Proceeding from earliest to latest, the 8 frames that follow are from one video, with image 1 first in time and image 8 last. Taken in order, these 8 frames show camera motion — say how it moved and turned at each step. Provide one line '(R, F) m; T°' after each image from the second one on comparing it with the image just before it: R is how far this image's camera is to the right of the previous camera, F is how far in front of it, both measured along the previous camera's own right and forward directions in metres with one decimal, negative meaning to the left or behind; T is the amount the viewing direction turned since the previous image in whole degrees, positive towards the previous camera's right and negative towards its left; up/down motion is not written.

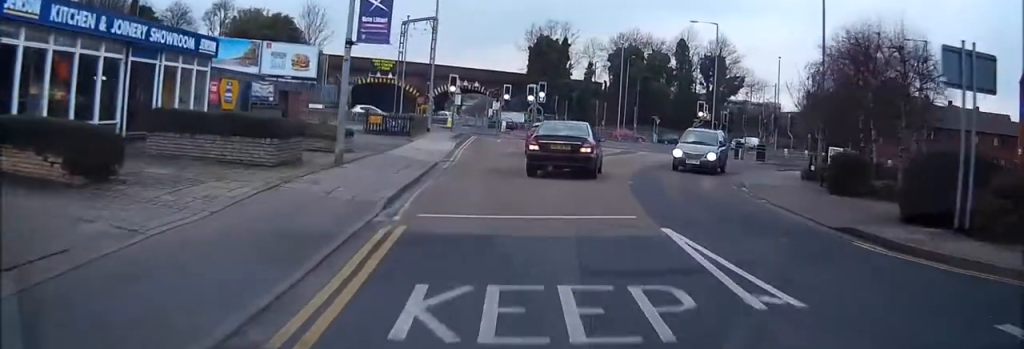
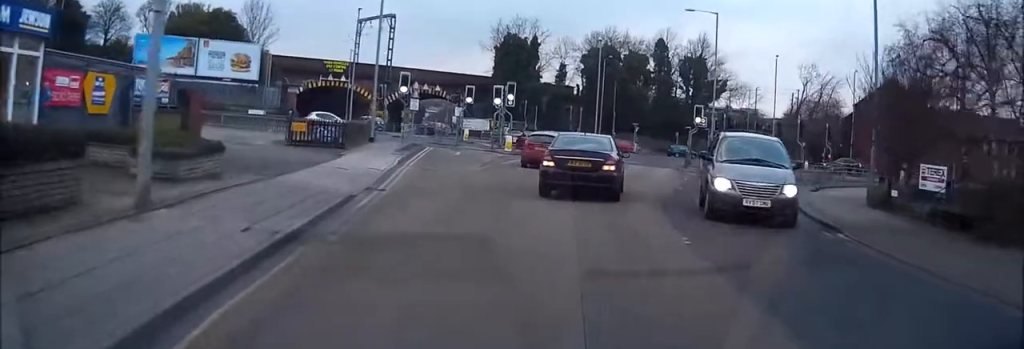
(+0.2, +8.4) m; +5°
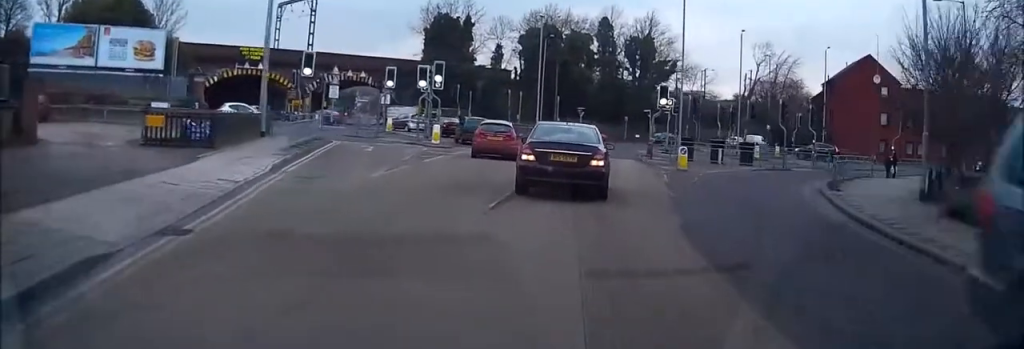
(+0.3, +7.8) m; +6°
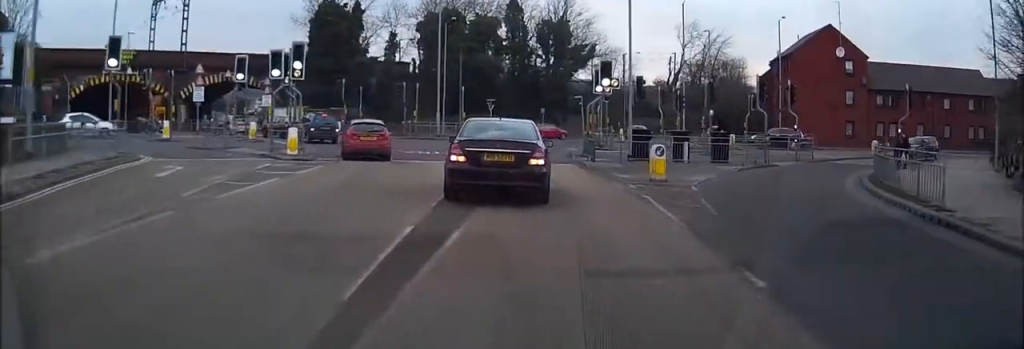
(+0.8, +11.0) m; +5°
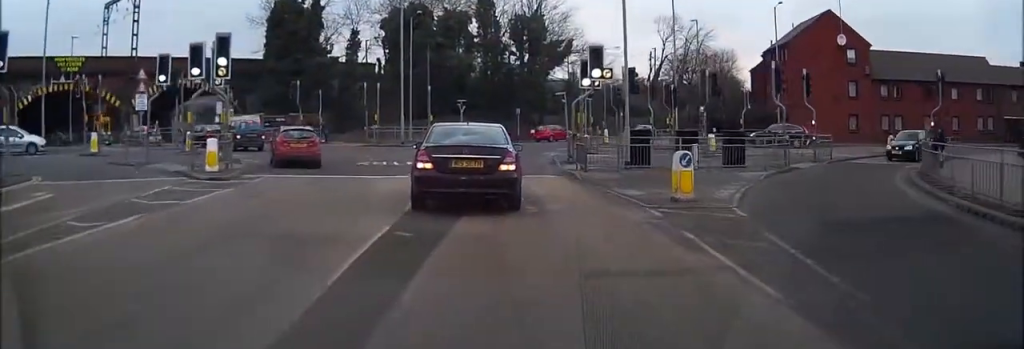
(0.0, +5.9) m; +1°
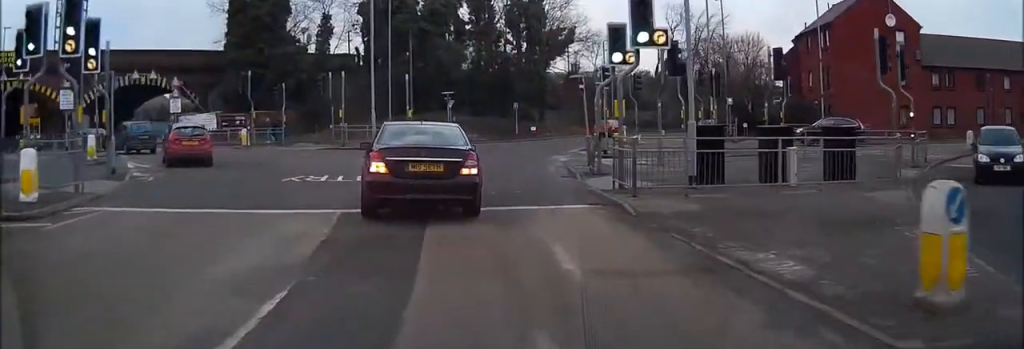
(+0.1, +8.2) m; 0°
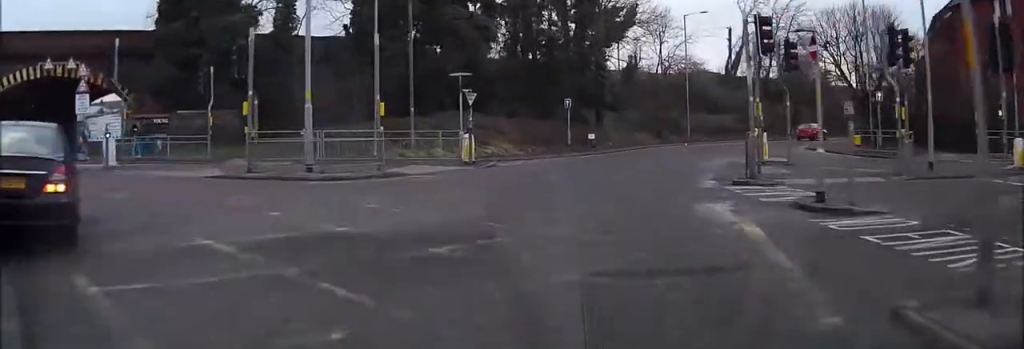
(-0.2, +15.9) m; 0°
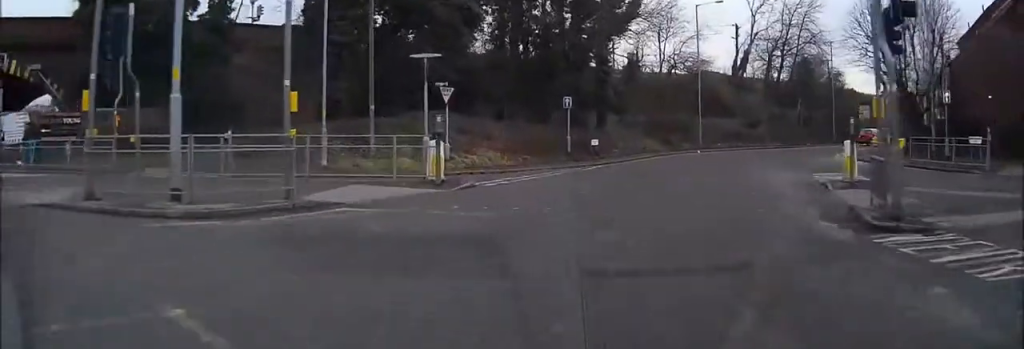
(0.0, +8.5) m; +2°
